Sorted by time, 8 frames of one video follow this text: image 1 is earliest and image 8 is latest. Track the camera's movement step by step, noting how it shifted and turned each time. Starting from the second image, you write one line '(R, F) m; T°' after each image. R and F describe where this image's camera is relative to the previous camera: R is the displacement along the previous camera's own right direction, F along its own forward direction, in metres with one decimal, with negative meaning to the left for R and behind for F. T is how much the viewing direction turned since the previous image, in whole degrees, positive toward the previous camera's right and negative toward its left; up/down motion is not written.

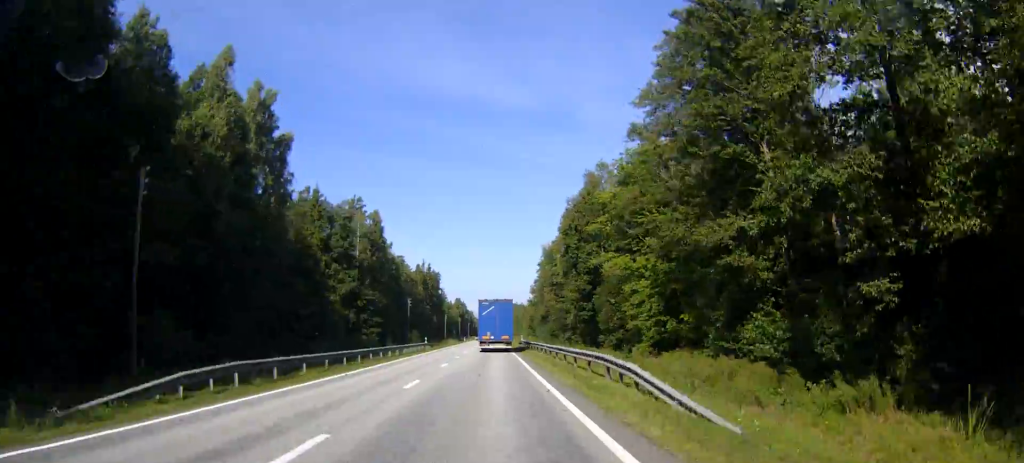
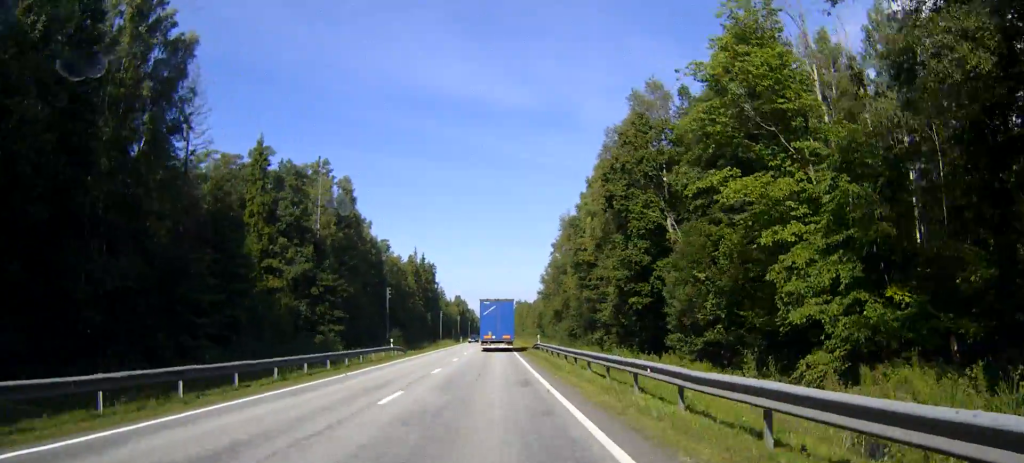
(0.0, +27.8) m; 0°
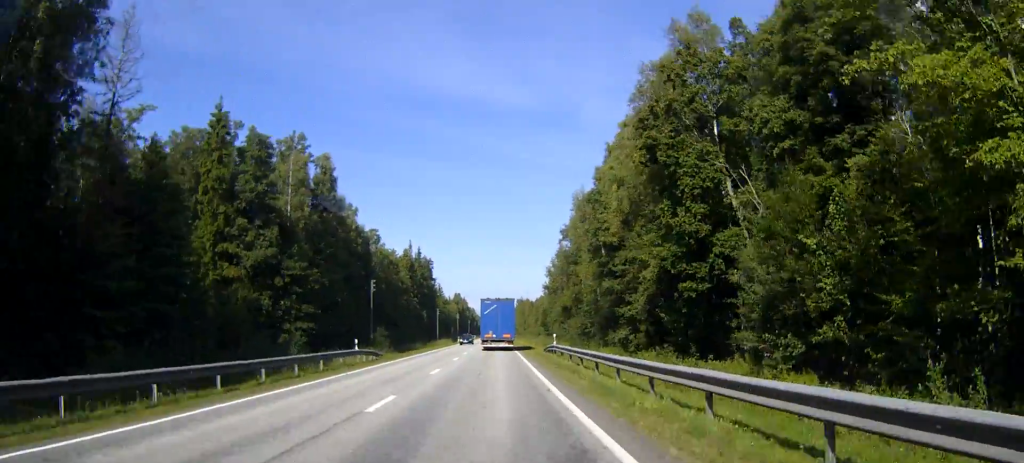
(0.0, +13.5) m; 0°
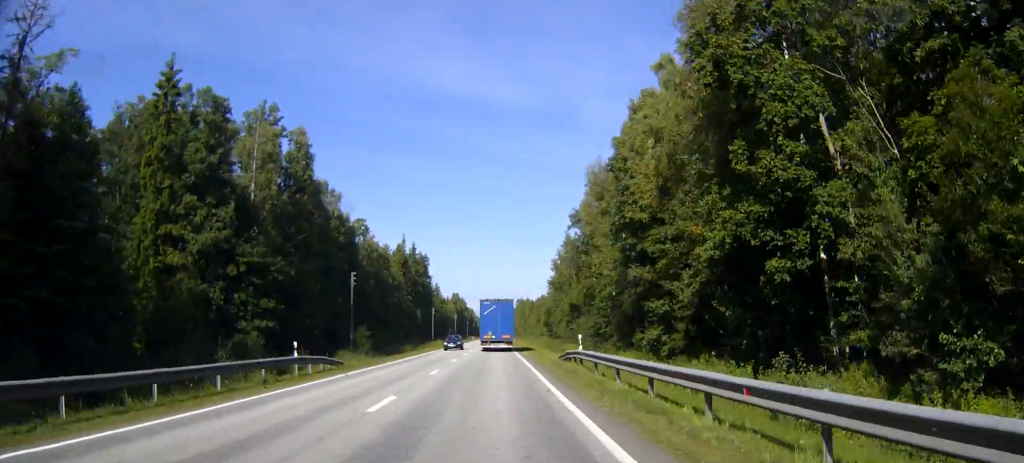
(0.0, +12.0) m; 0°
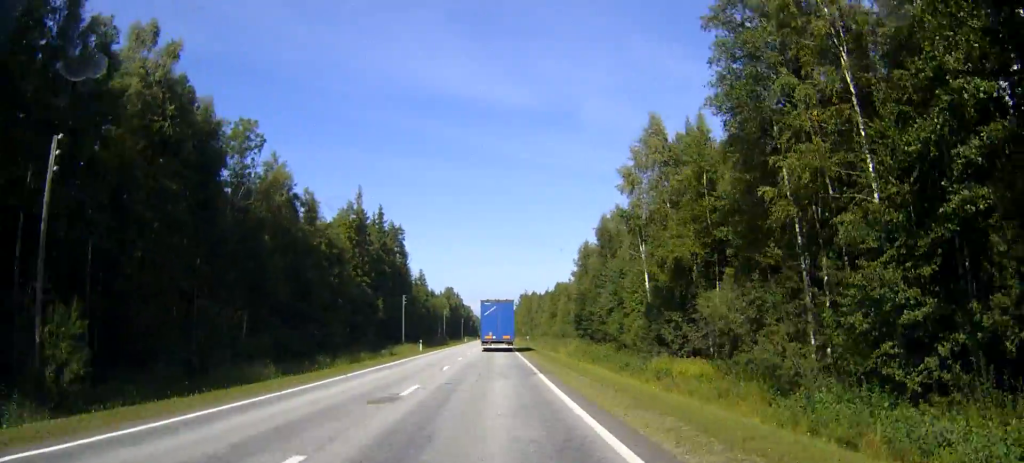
(-0.1, +55.6) m; 0°
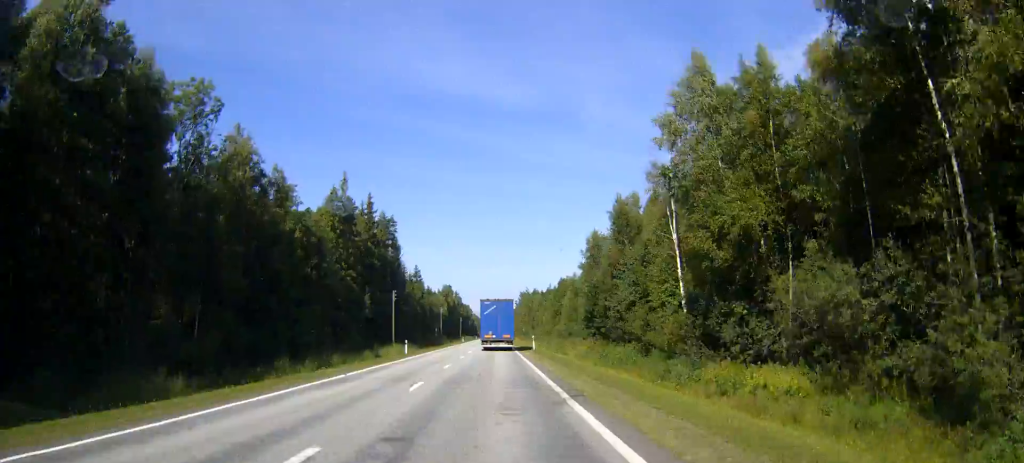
(0.0, +11.1) m; 0°
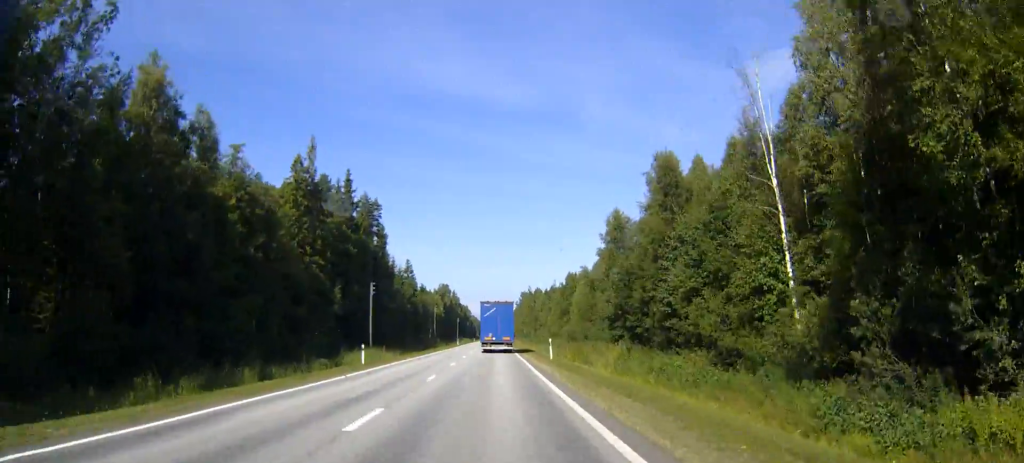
(0.0, +19.1) m; 0°
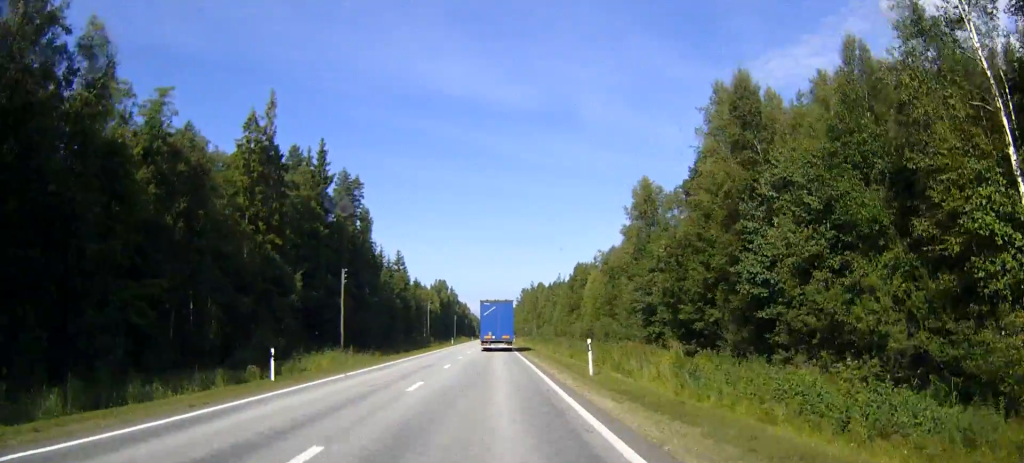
(0.0, +16.6) m; 0°
